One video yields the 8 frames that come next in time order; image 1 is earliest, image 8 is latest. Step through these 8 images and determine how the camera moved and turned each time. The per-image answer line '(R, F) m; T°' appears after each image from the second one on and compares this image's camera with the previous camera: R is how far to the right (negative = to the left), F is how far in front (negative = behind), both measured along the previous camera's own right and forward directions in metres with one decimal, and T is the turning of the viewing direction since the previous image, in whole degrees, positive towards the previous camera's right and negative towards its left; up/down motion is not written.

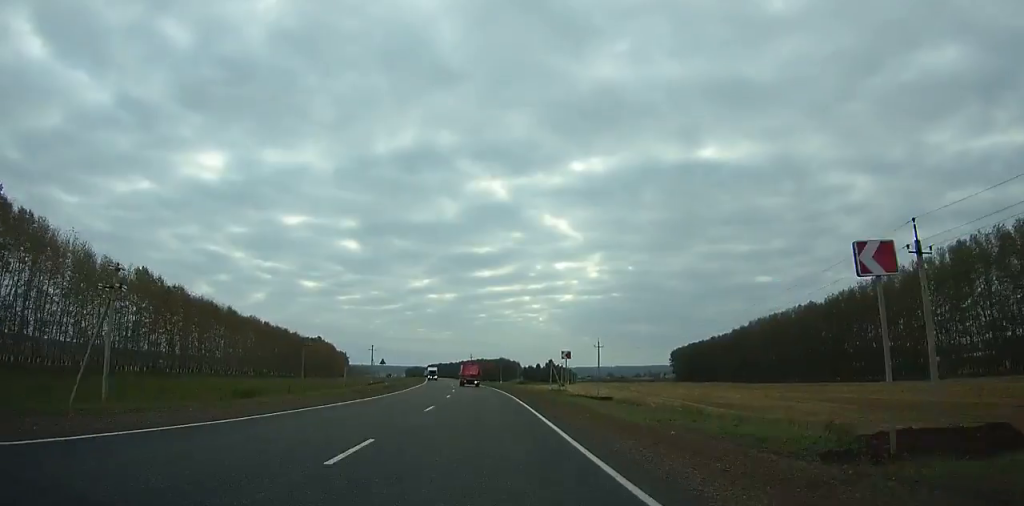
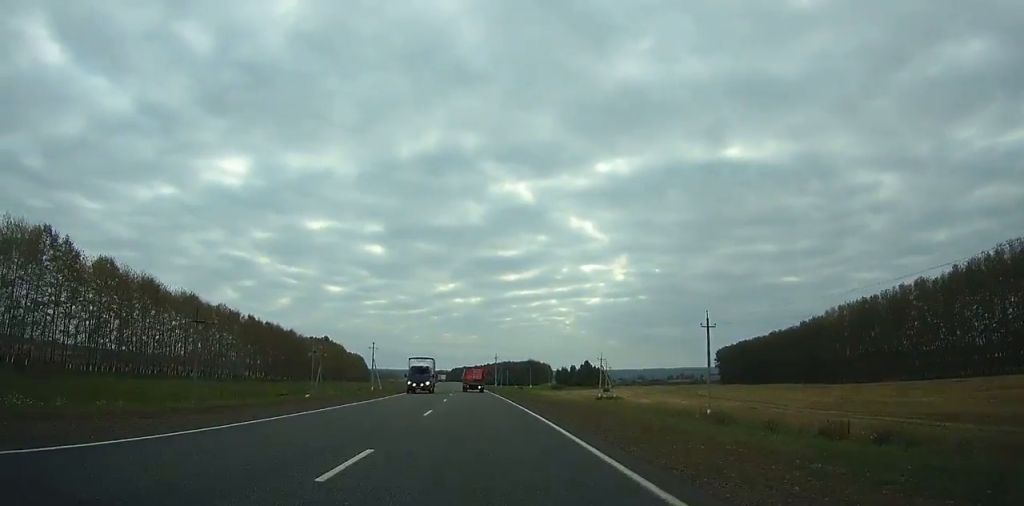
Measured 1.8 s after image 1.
(-0.7, +39.0) m; -2°
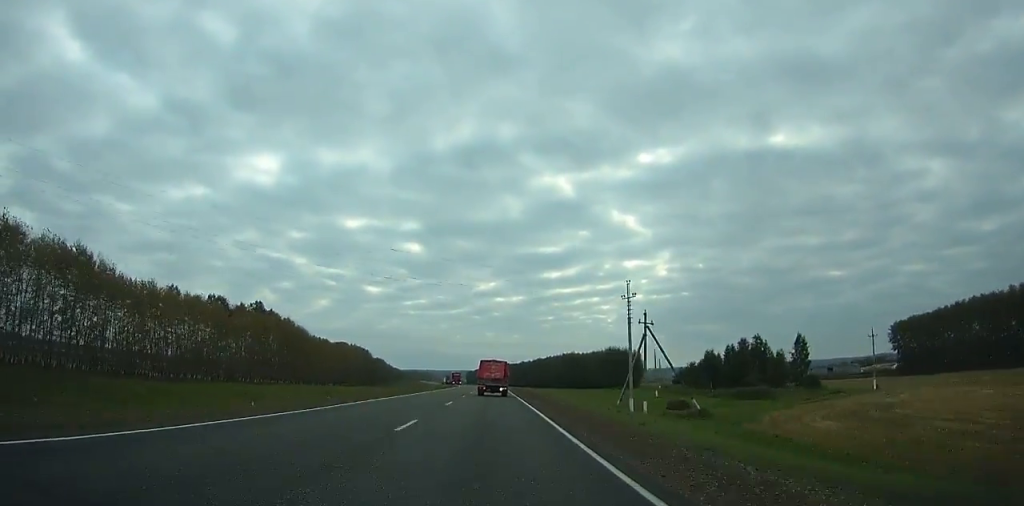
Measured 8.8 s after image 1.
(-9.2, +138.4) m; -5°
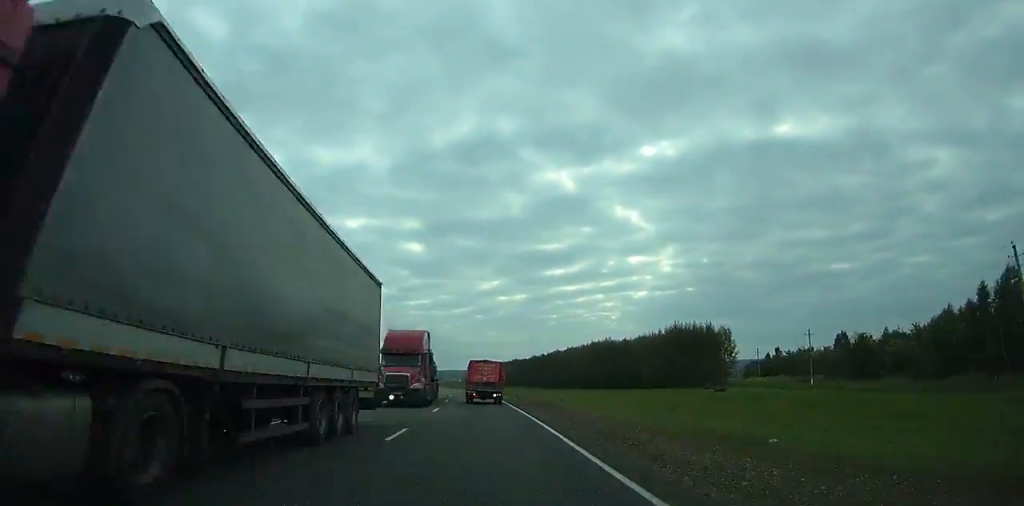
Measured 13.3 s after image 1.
(-0.1, +84.4) m; -1°
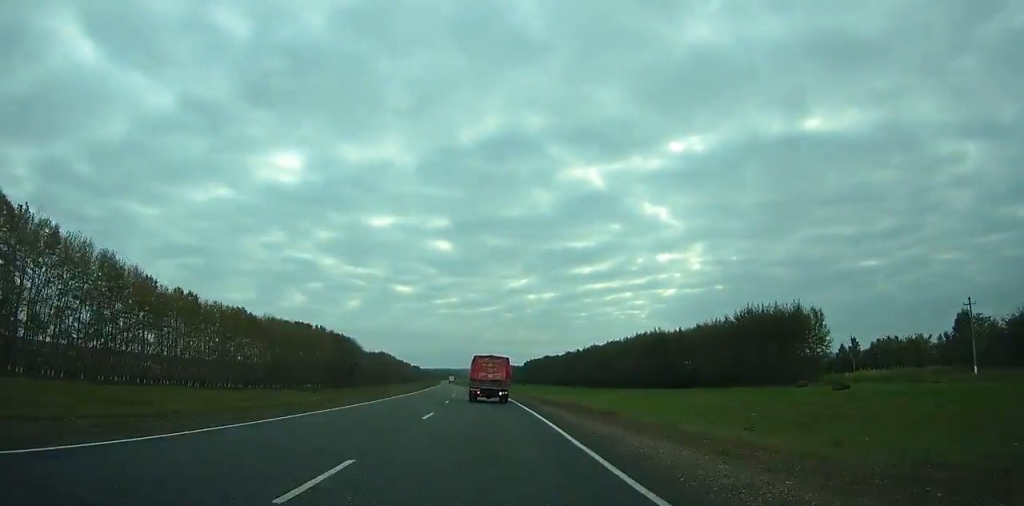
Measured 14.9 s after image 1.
(0.0, +30.0) m; -1°
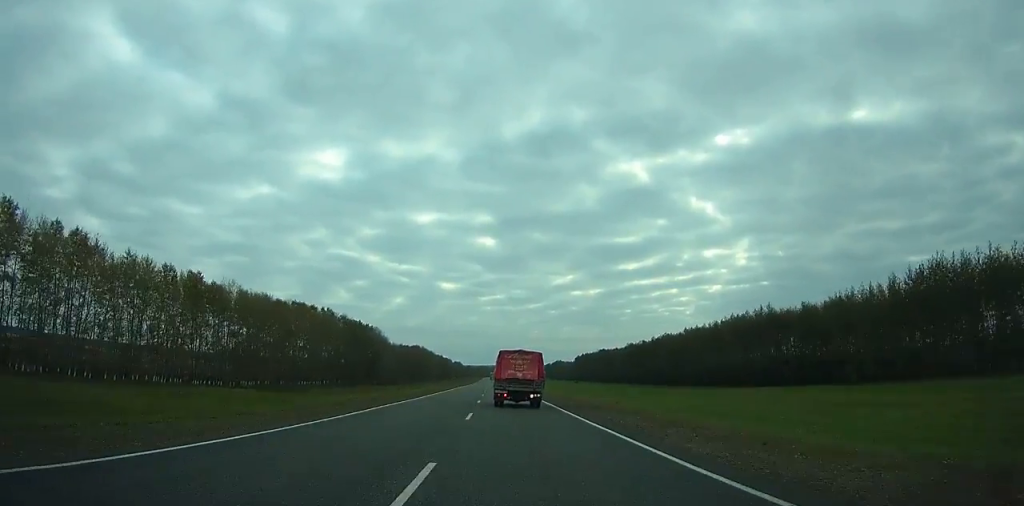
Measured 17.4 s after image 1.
(-1.2, +47.3) m; -3°
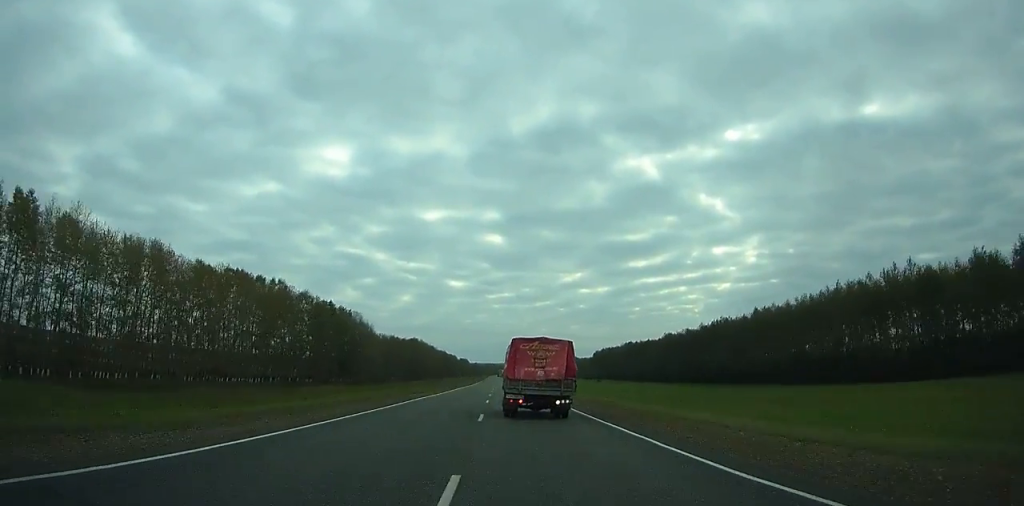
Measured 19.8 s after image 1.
(-1.1, +46.1) m; -2°
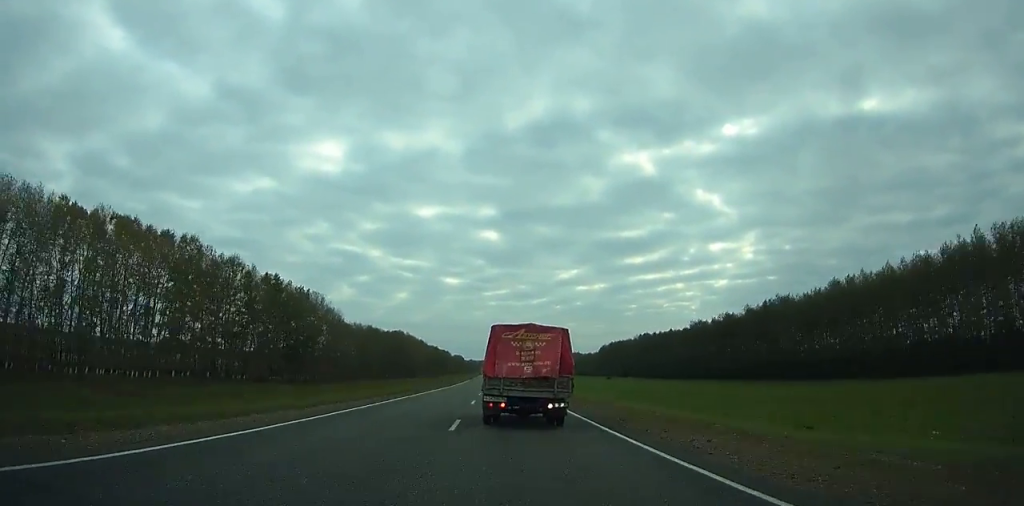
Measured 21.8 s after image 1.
(-0.6, +38.9) m; 0°
